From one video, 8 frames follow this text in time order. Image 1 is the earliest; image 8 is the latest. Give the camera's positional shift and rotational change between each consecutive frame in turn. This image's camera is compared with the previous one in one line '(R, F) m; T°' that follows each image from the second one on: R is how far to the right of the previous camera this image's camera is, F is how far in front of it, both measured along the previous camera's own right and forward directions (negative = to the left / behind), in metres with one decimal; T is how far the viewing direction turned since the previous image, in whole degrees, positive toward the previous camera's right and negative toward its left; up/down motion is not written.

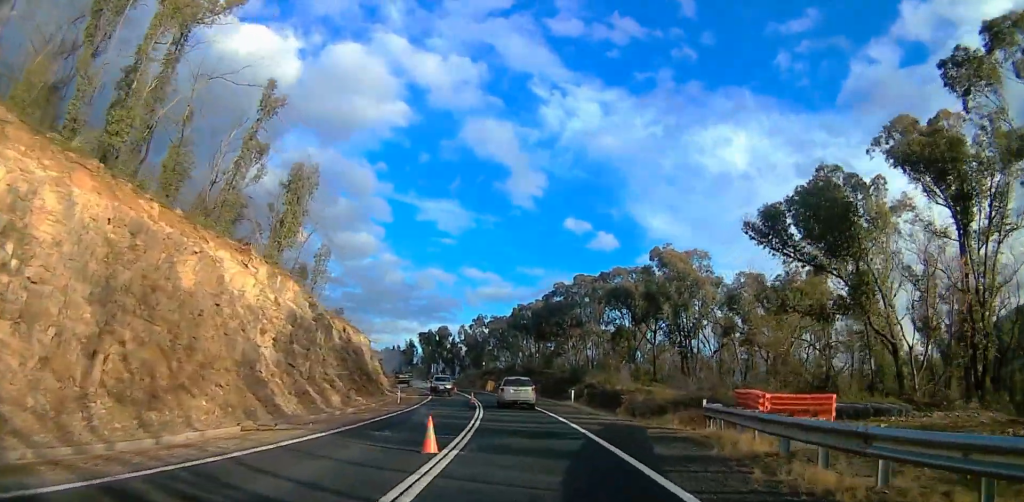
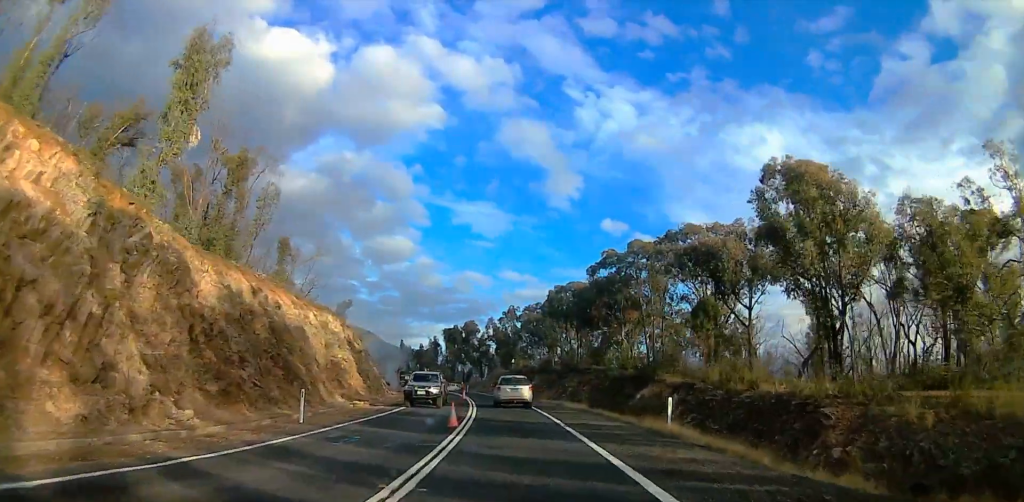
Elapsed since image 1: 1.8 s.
(-1.3, +23.1) m; -5°
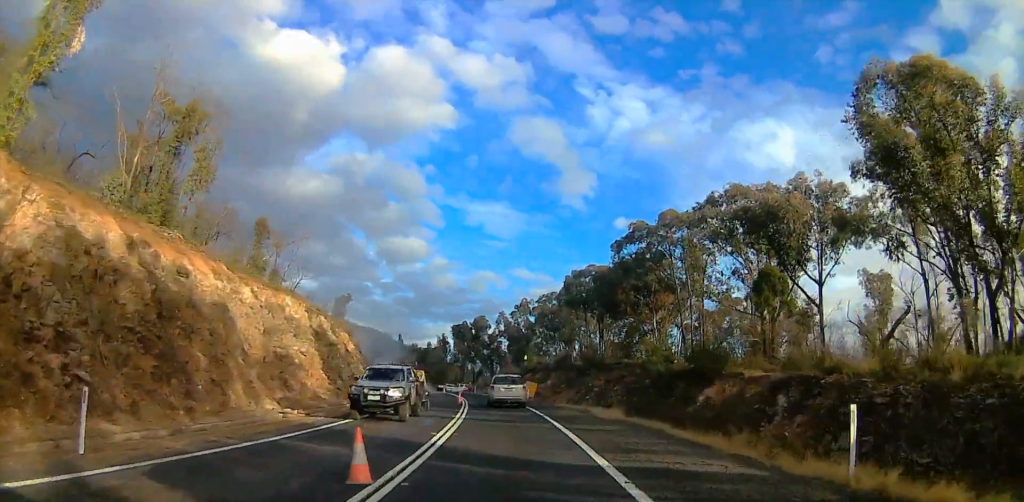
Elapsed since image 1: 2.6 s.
(0.0, +11.6) m; 0°
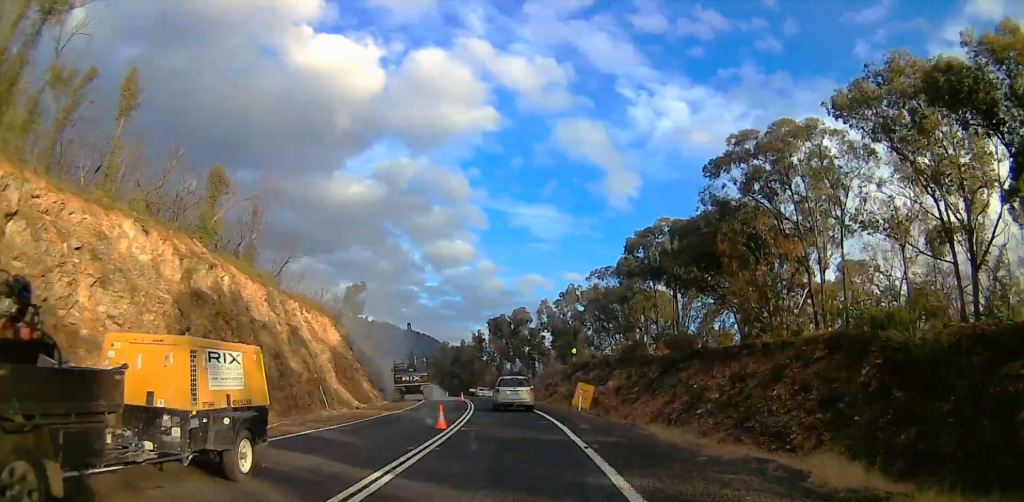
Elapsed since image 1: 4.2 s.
(-1.4, +20.1) m; -9°
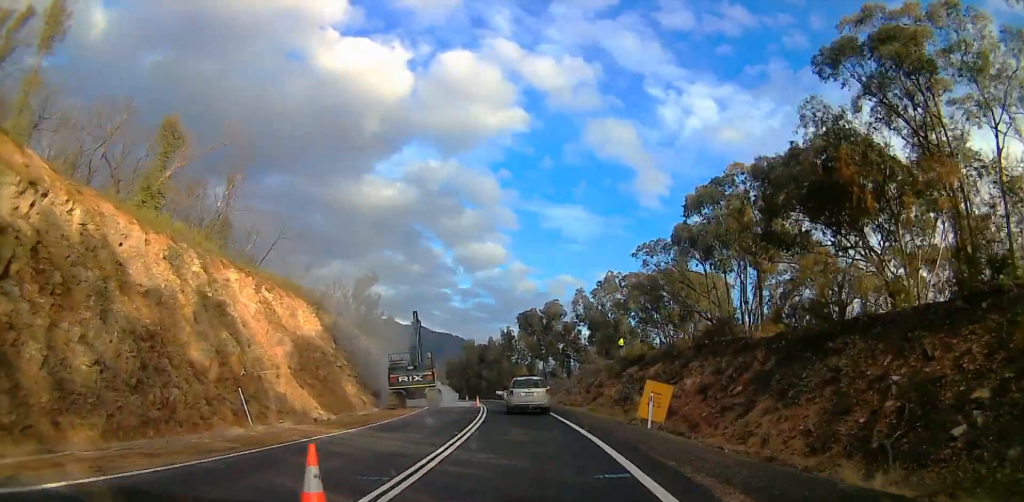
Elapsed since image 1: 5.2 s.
(-0.6, +12.8) m; -3°
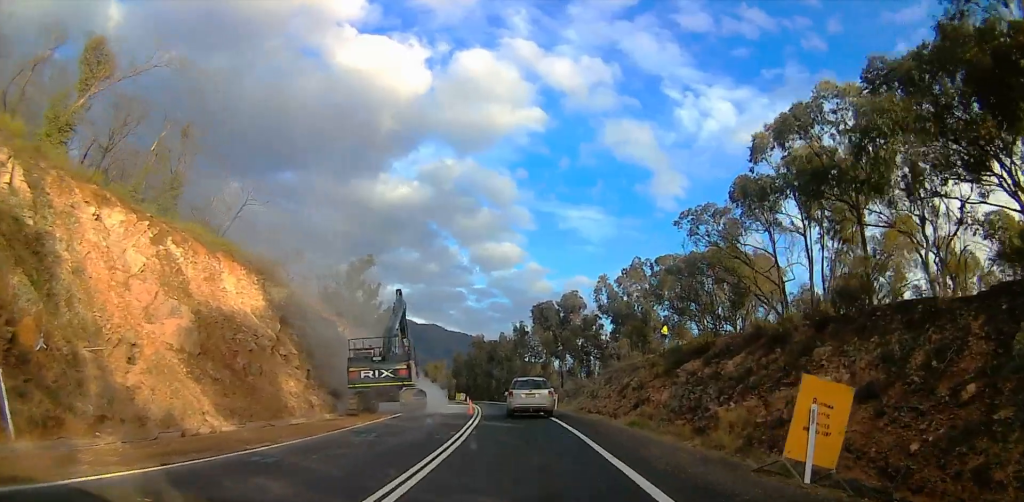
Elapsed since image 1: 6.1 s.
(0.0, +11.7) m; 0°
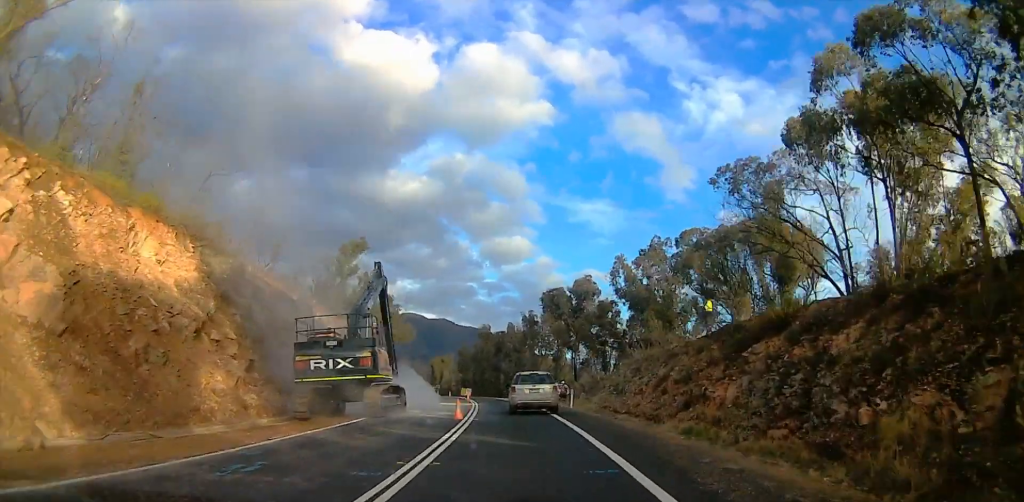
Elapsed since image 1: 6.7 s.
(0.0, +7.6) m; 0°
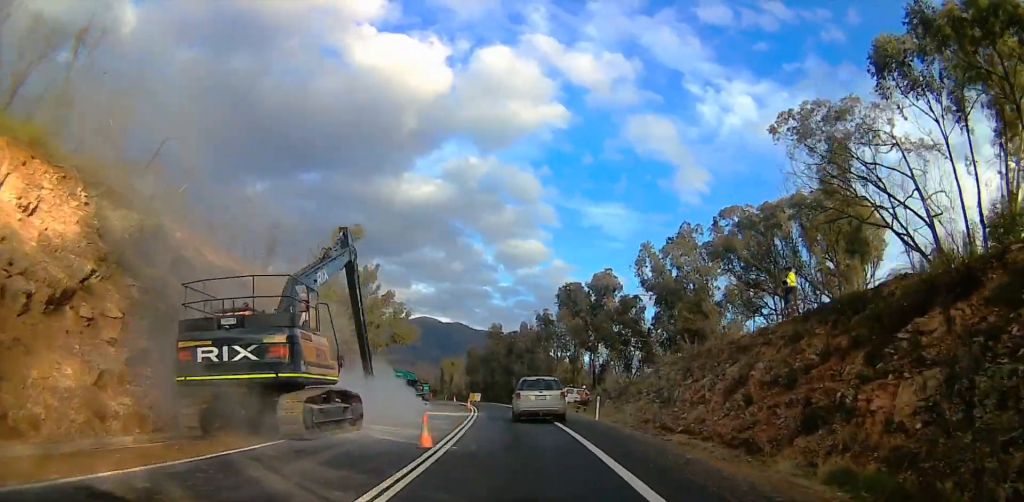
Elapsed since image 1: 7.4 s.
(0.0, +7.9) m; 0°
